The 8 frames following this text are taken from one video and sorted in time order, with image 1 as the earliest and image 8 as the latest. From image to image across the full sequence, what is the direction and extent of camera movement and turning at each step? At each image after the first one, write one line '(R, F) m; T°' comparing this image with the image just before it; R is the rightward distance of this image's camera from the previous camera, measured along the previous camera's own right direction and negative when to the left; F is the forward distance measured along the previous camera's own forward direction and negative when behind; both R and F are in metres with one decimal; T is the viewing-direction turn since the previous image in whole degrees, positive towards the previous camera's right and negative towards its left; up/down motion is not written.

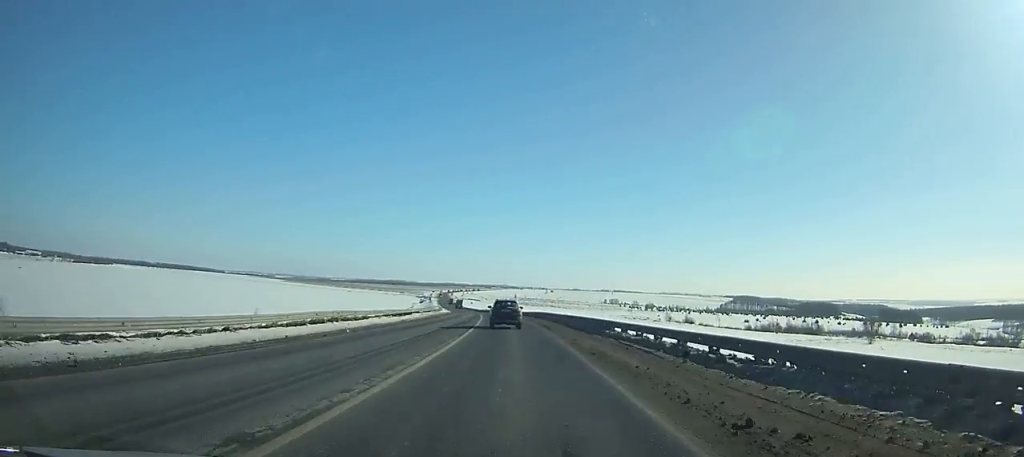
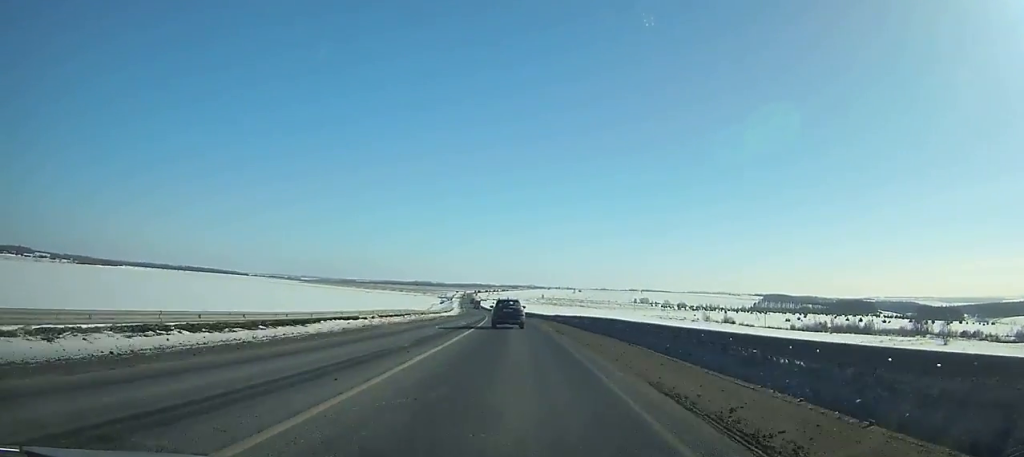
(-1.4, +33.2) m; -2°
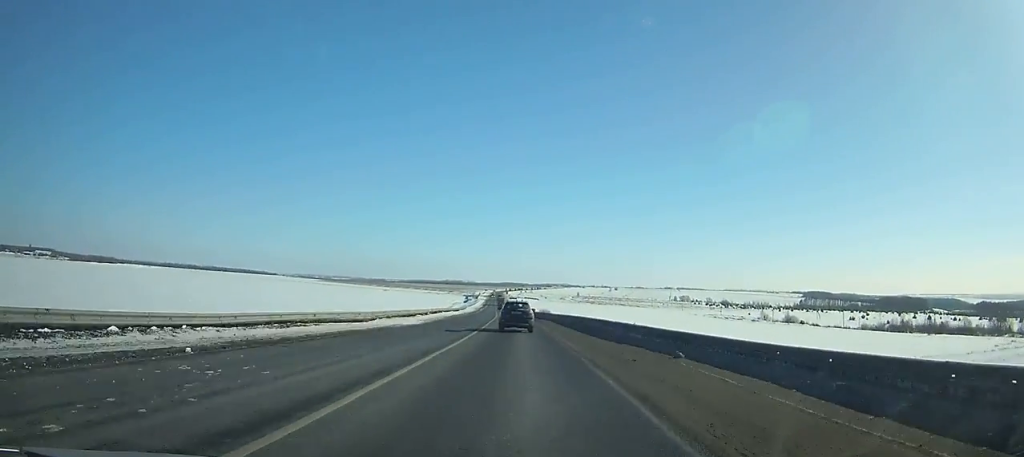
(-2.0, +56.3) m; -4°
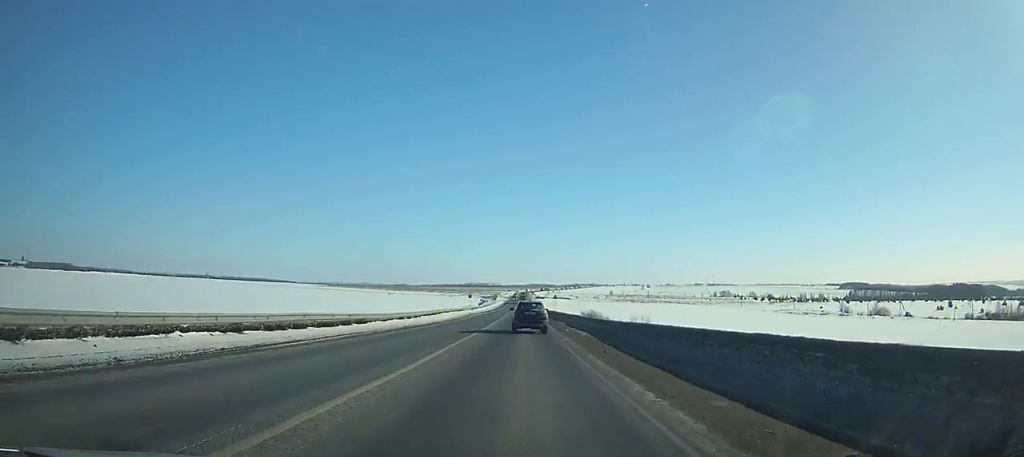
(-2.5, +81.7) m; -3°
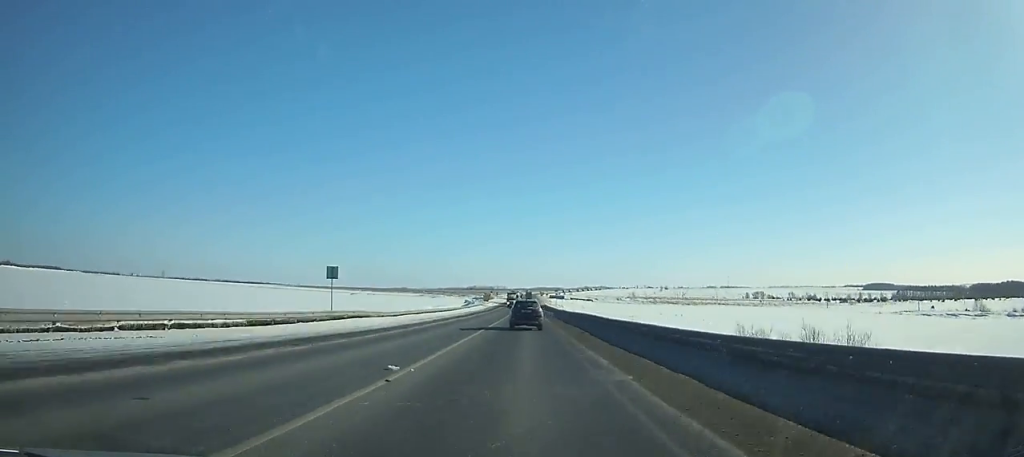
(-1.2, +115.7) m; 0°
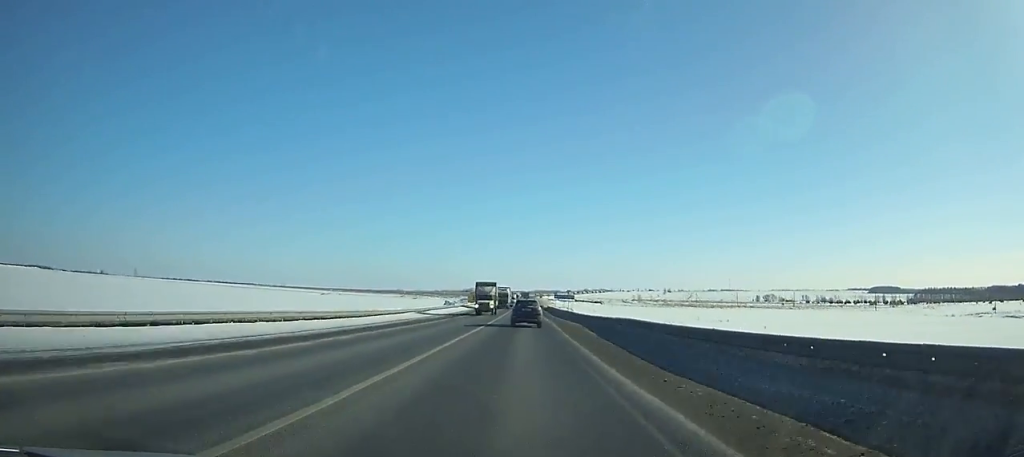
(0.0, +49.6) m; 0°
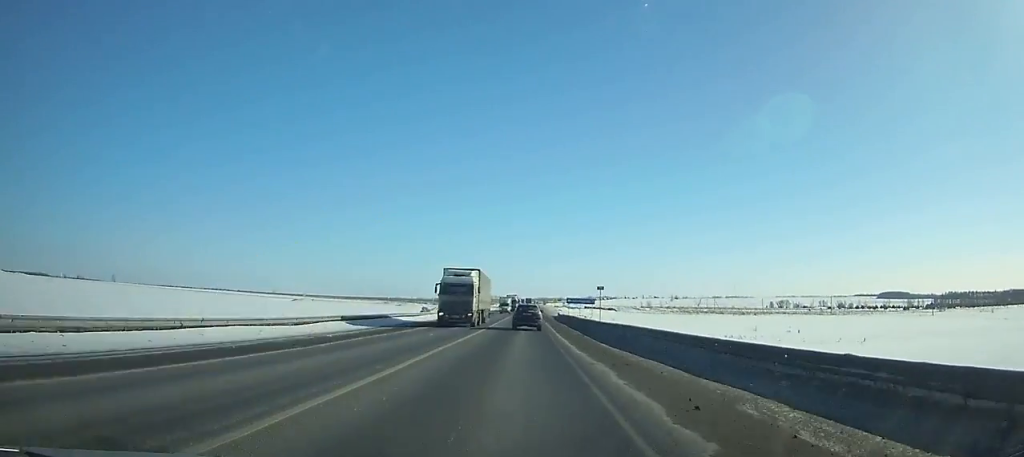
(-0.1, +39.5) m; 0°
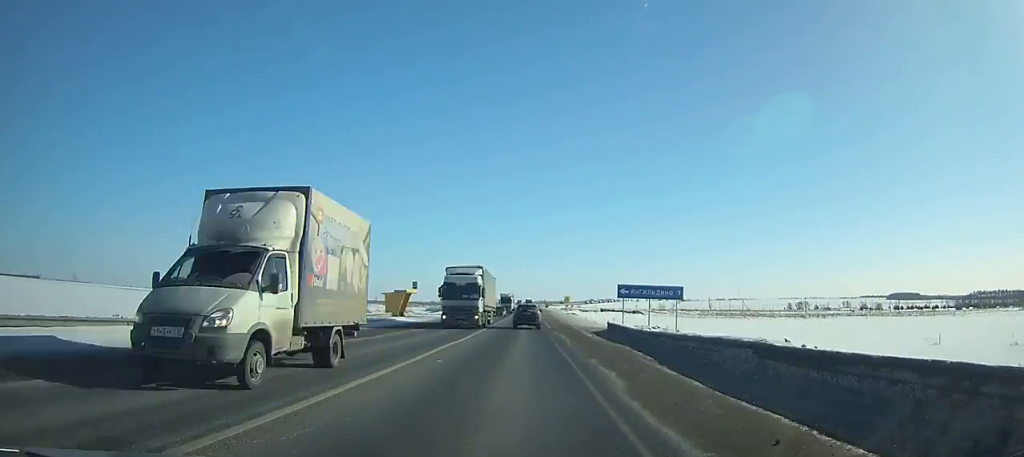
(0.0, +58.8) m; 0°
